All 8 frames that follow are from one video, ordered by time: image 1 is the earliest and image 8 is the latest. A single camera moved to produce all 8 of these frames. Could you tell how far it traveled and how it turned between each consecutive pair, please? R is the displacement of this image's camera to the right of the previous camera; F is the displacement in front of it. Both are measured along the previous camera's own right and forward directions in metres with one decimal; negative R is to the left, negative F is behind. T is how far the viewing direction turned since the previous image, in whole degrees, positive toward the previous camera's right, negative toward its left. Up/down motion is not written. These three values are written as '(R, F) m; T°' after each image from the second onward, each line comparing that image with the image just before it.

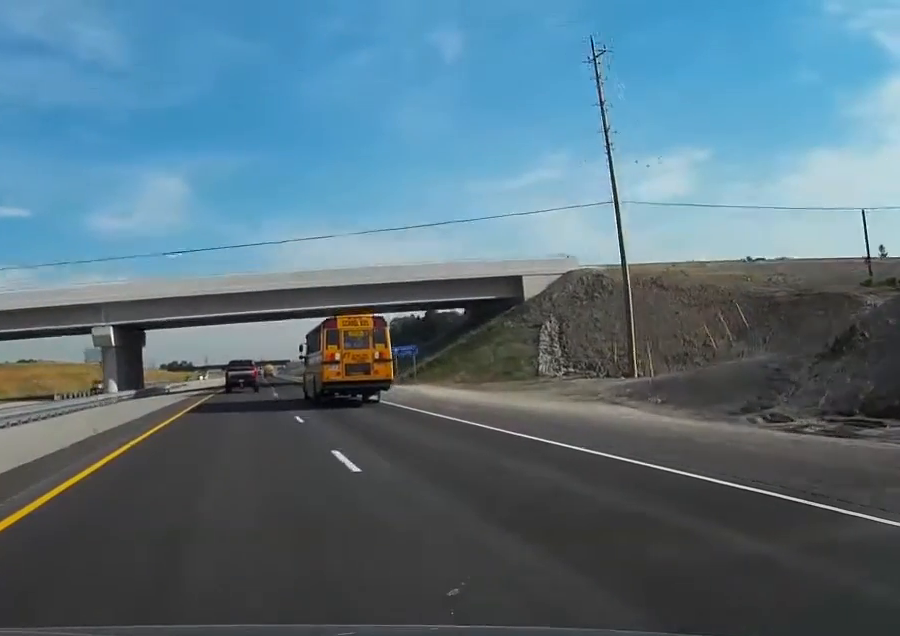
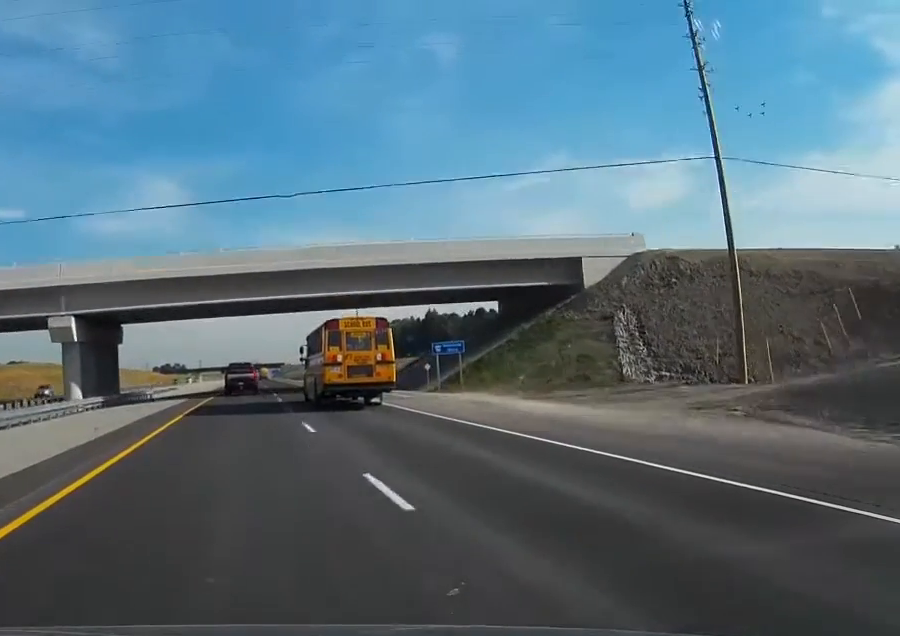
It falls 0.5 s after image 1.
(+0.1, +15.3) m; 0°
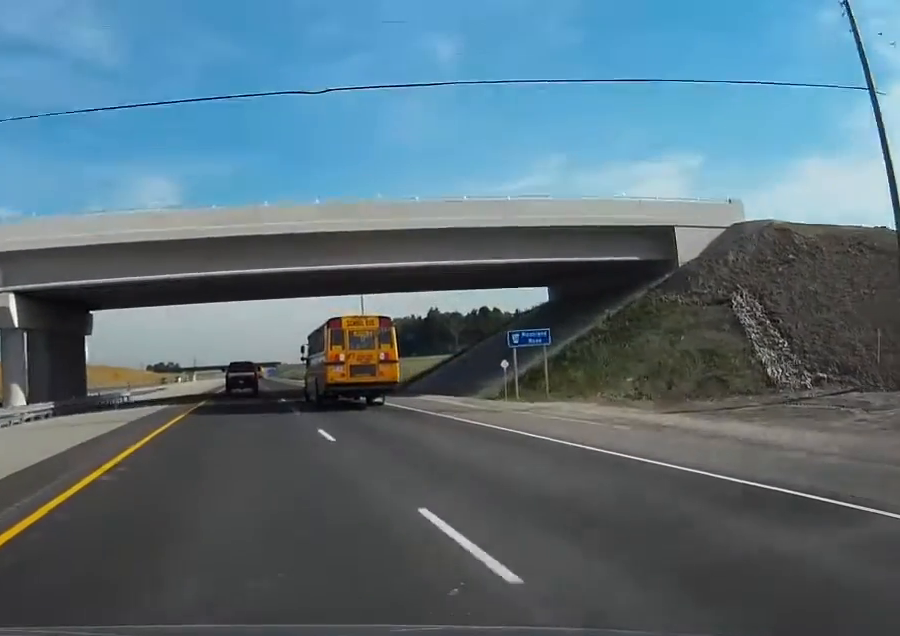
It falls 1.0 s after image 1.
(0.0, +15.3) m; 0°
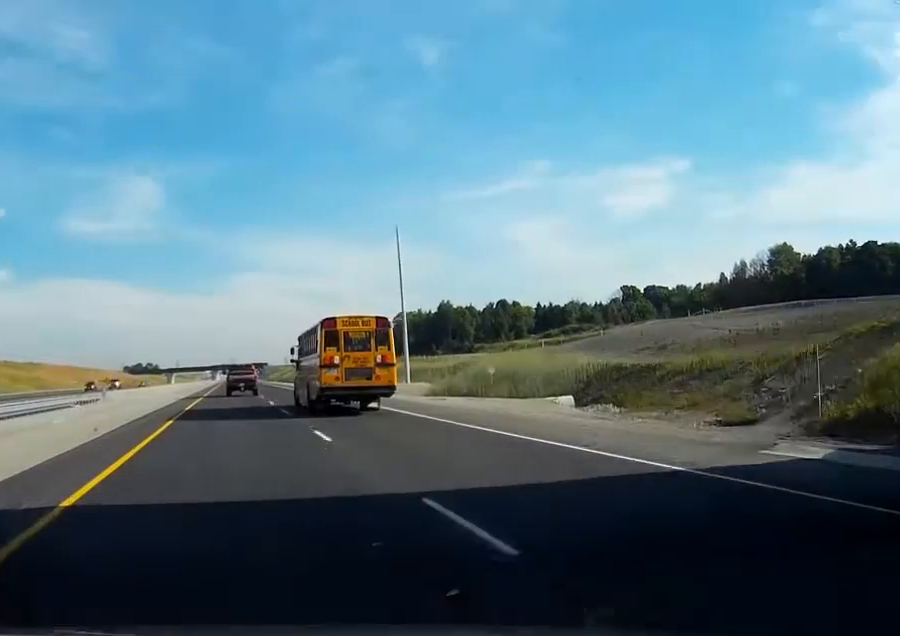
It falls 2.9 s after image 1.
(+0.7, +59.0) m; +1°
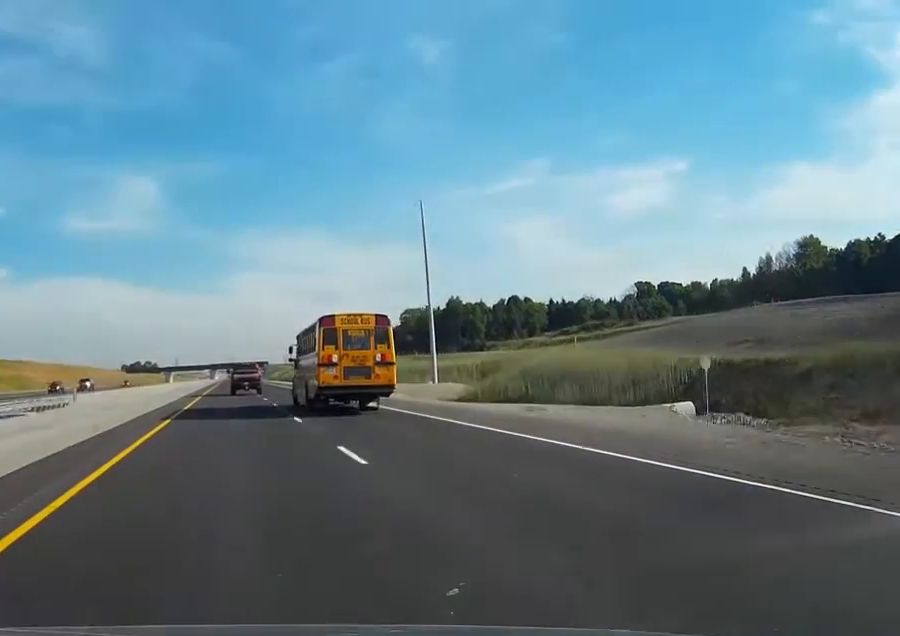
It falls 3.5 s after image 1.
(+0.1, +17.3) m; 0°
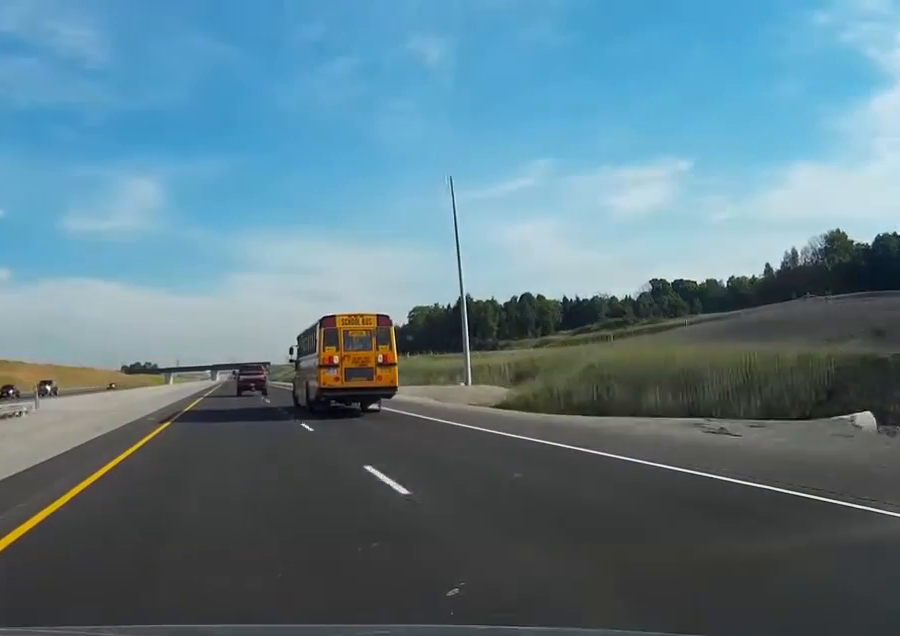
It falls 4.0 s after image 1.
(-0.1, +15.4) m; 0°
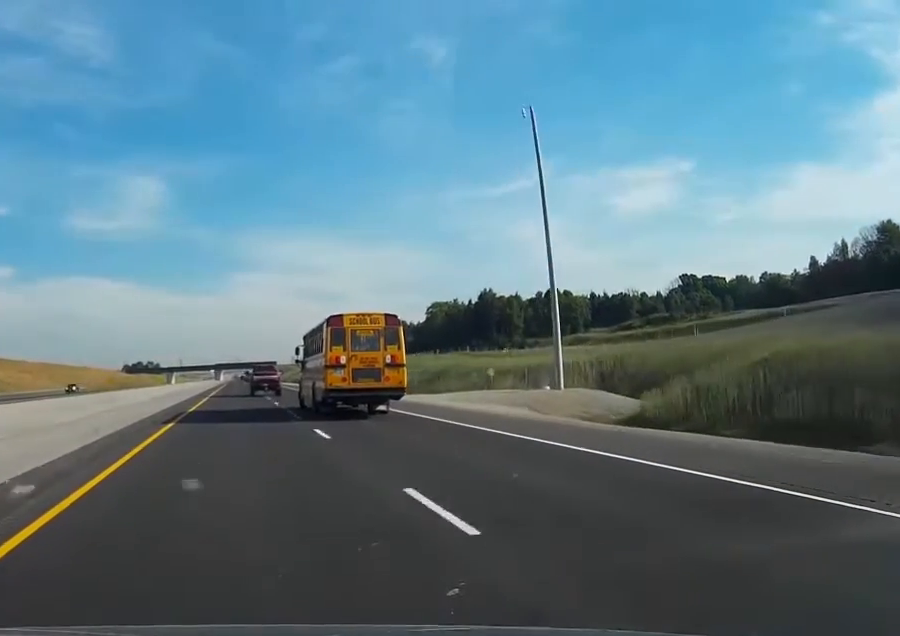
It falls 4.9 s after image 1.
(-0.1, +26.7) m; 0°
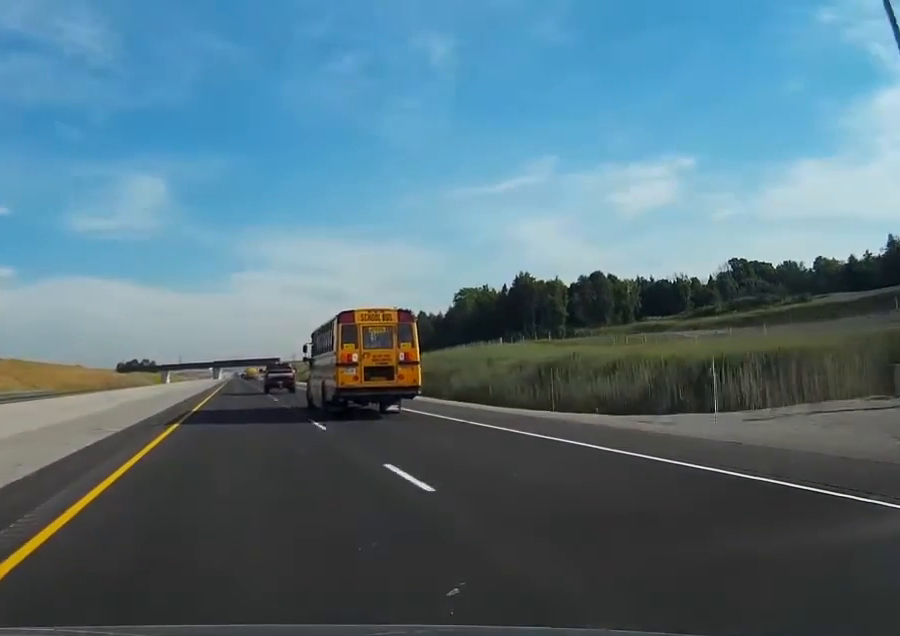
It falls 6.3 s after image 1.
(0.0, +45.4) m; 0°
